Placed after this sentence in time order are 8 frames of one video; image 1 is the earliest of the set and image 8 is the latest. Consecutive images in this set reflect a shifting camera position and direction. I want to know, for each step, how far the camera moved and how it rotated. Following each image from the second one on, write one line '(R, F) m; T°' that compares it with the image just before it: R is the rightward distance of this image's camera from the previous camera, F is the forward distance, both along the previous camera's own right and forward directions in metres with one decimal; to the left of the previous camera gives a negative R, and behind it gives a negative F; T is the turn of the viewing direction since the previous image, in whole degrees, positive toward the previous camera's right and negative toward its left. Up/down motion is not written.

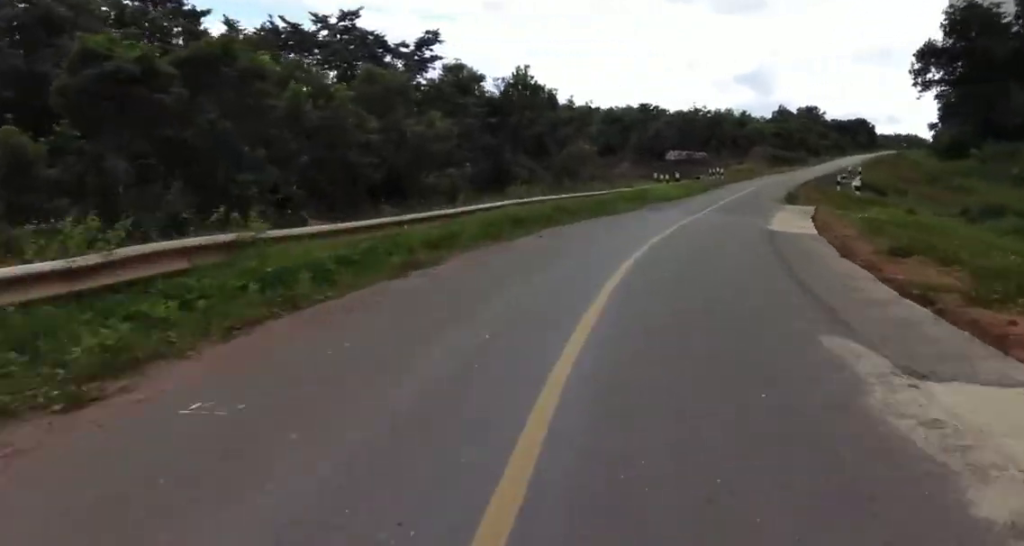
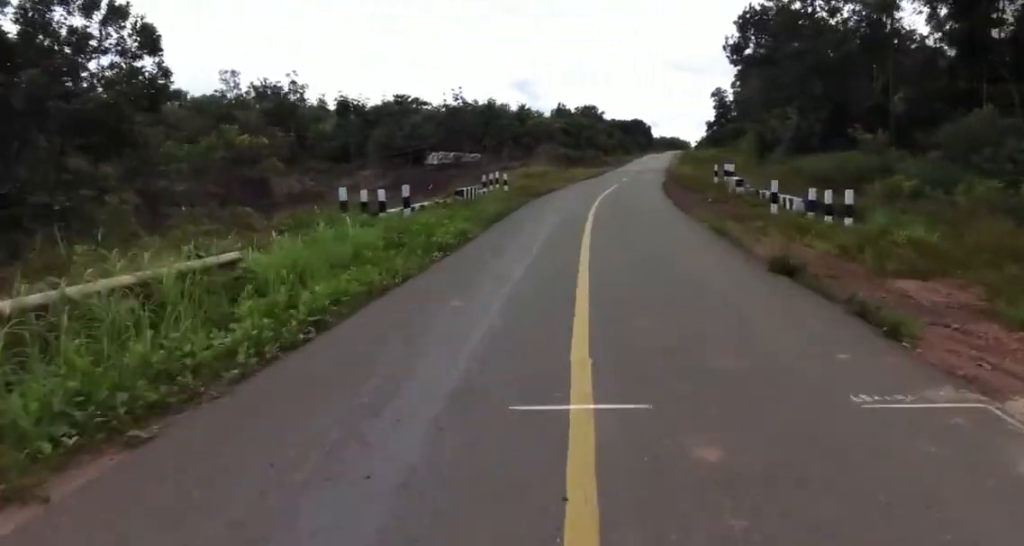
(+5.1, +27.0) m; +17°
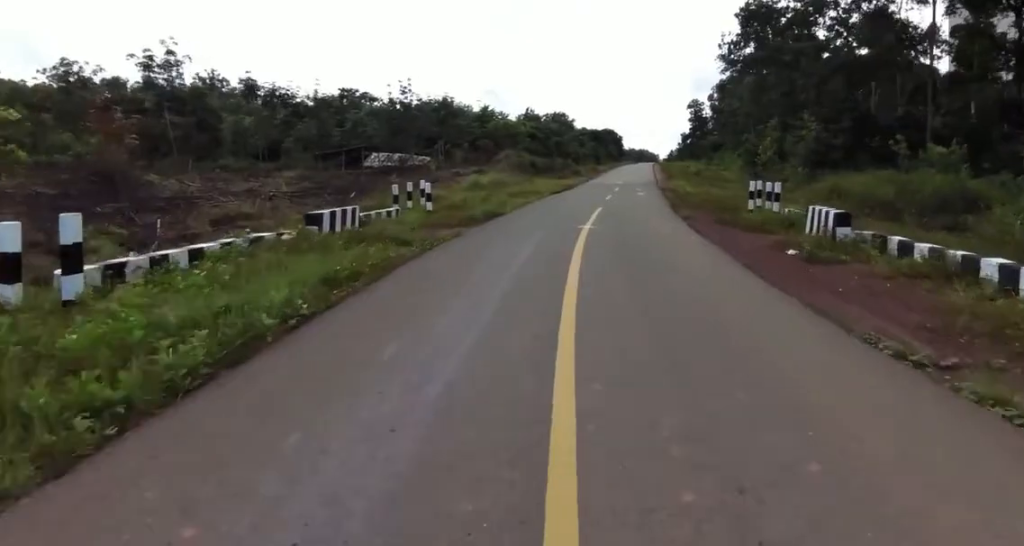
(+0.6, +12.2) m; +2°
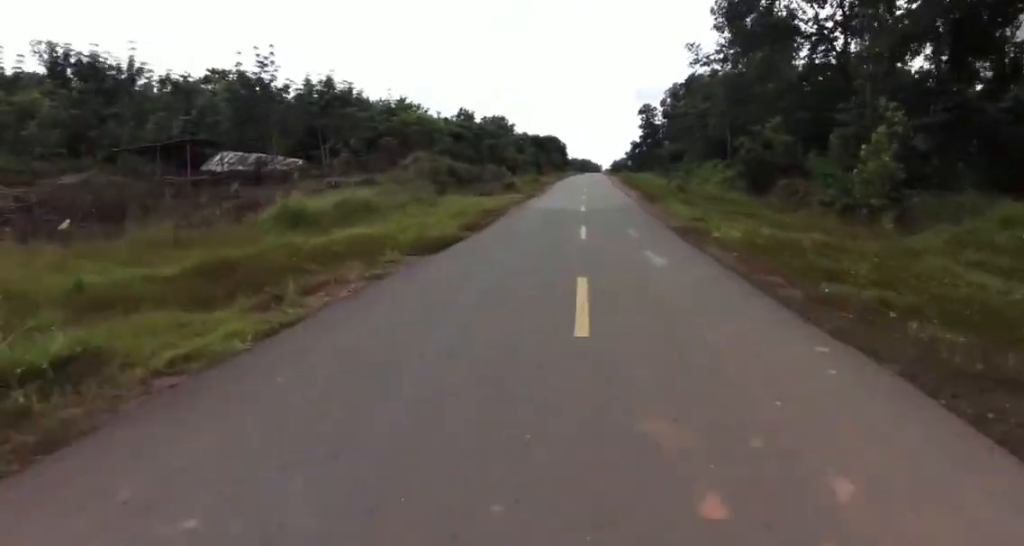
(-0.5, +20.5) m; -1°
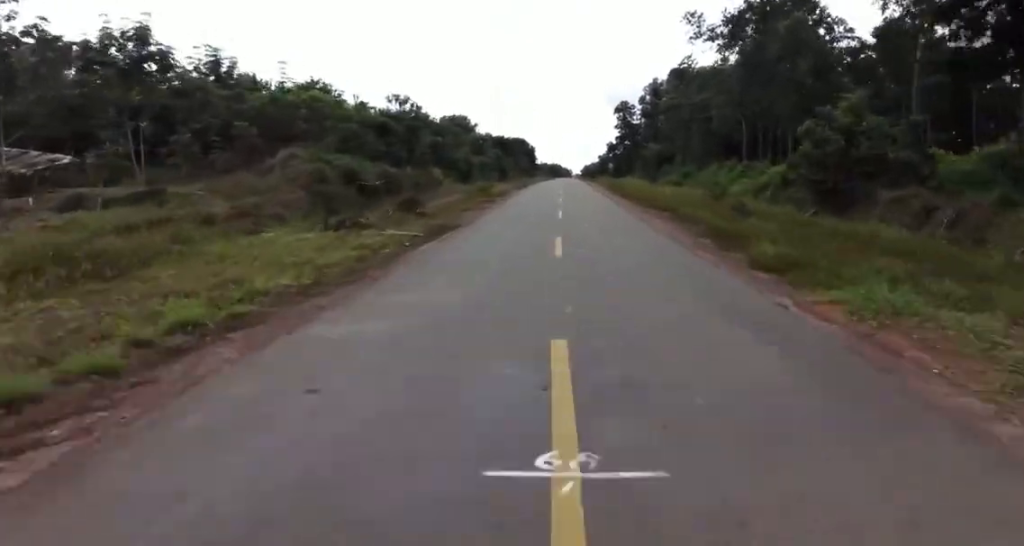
(0.0, +21.7) m; -1°
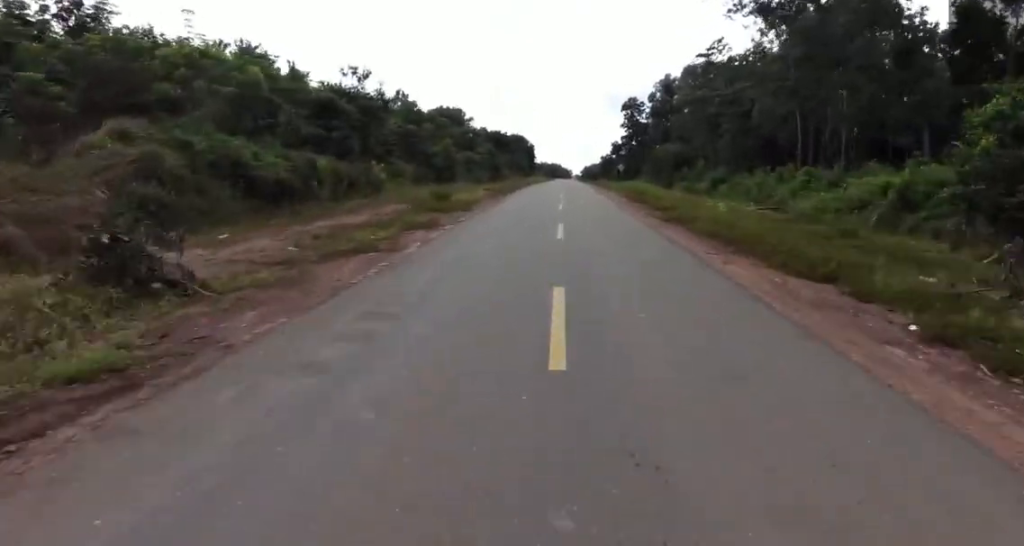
(0.0, +13.6) m; -2°
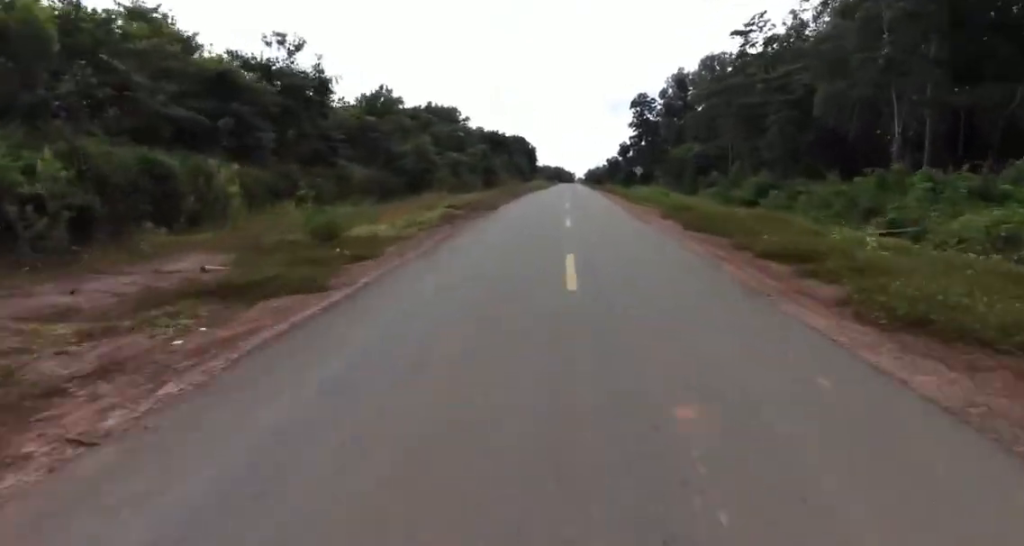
(-0.6, +13.9) m; -1°
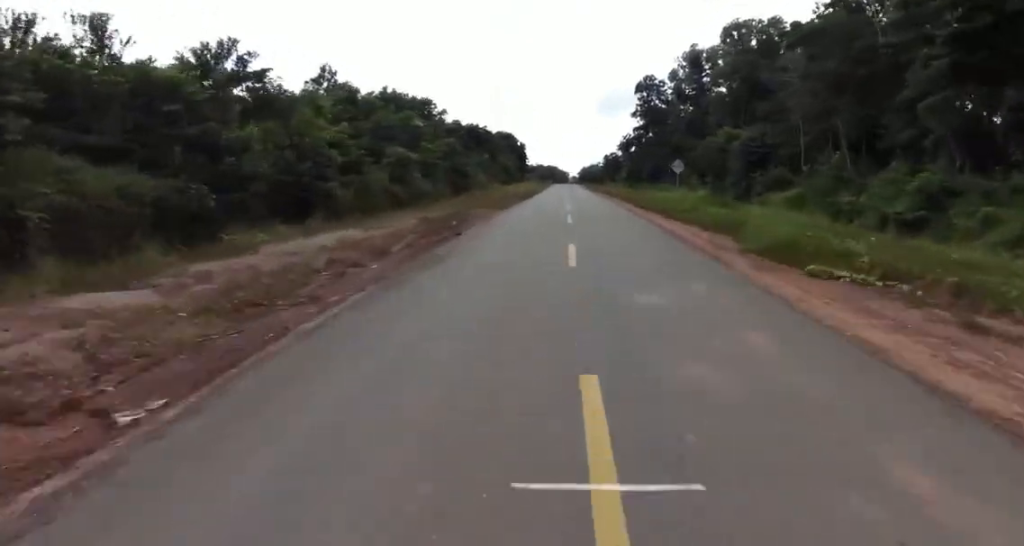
(+0.5, +24.4) m; +2°
